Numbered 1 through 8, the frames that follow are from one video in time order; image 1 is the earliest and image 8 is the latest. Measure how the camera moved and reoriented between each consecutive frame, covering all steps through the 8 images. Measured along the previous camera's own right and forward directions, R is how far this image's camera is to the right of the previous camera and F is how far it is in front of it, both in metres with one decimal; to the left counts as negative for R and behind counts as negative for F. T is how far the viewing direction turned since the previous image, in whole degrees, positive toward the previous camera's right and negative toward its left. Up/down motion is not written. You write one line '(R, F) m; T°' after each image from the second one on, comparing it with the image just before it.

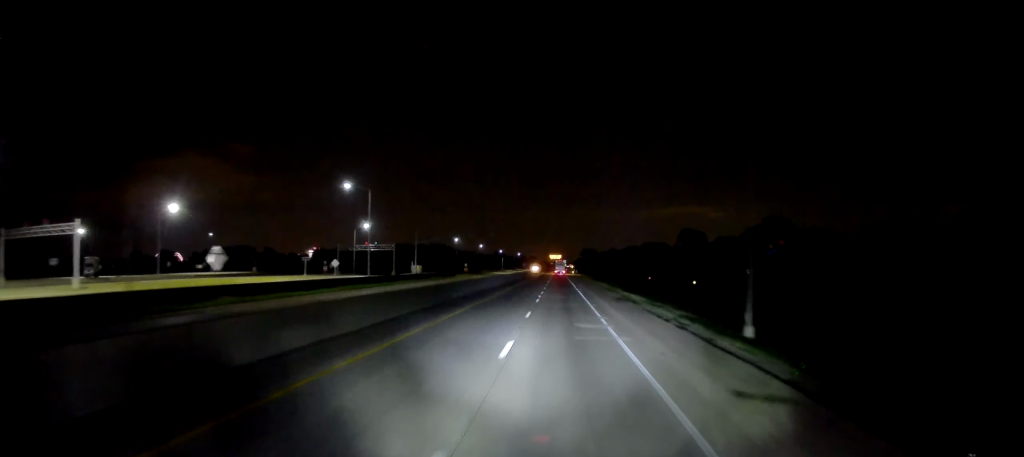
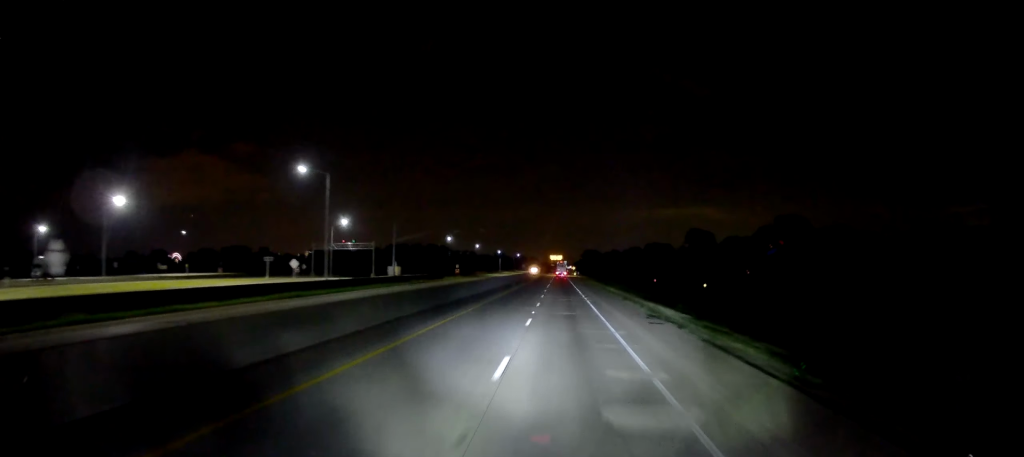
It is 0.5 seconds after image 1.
(-0.1, +15.0) m; 0°
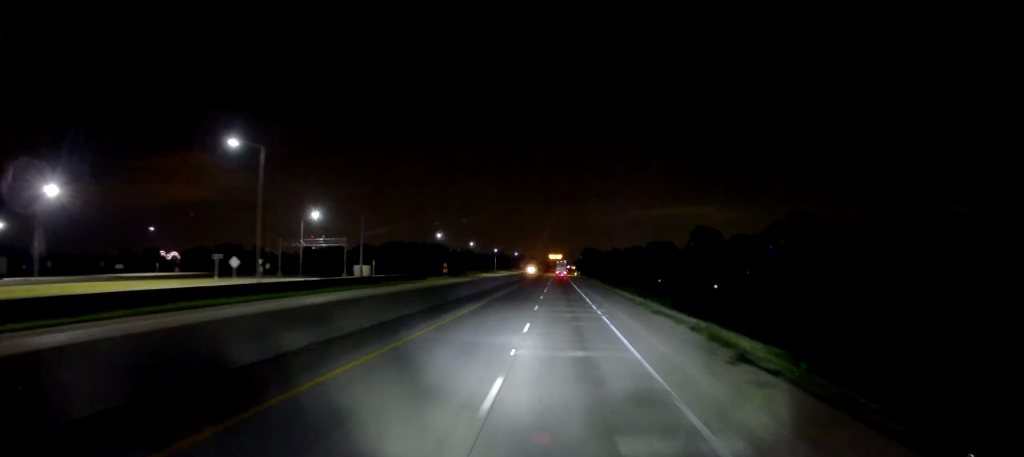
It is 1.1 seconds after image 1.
(-0.1, +15.3) m; 0°
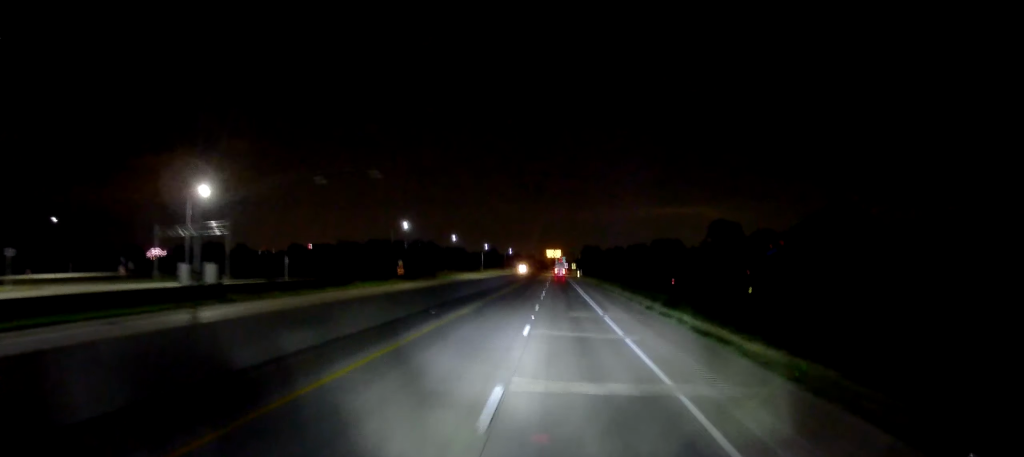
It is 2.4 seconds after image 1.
(+0.5, +38.3) m; 0°
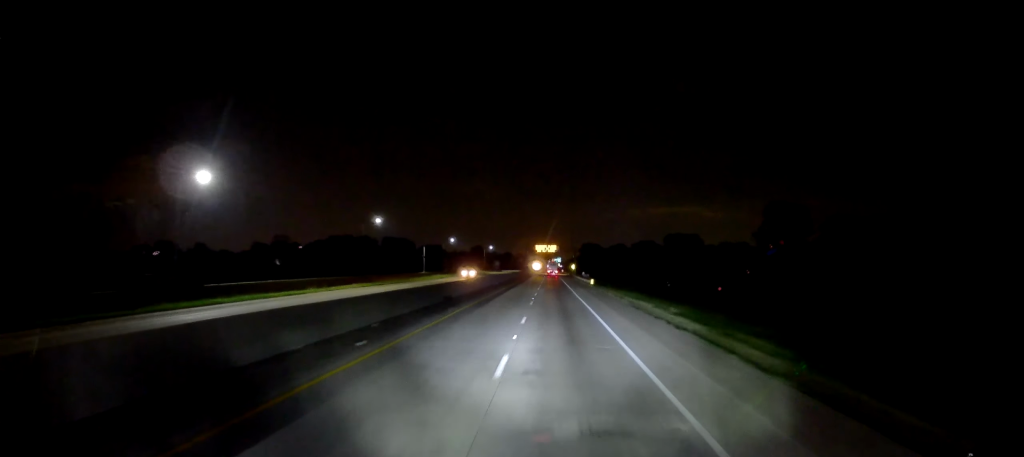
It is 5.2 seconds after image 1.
(-0.5, +79.9) m; 0°
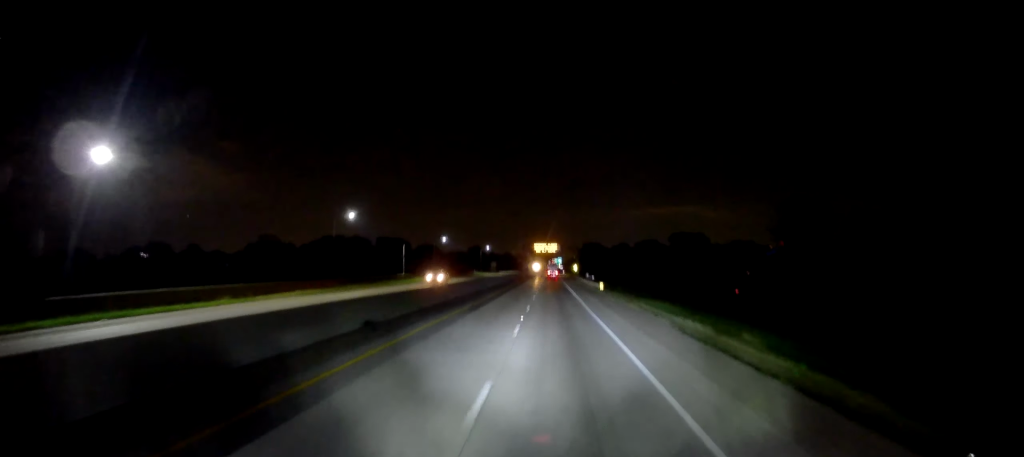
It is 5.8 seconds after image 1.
(0.0, +16.3) m; 0°
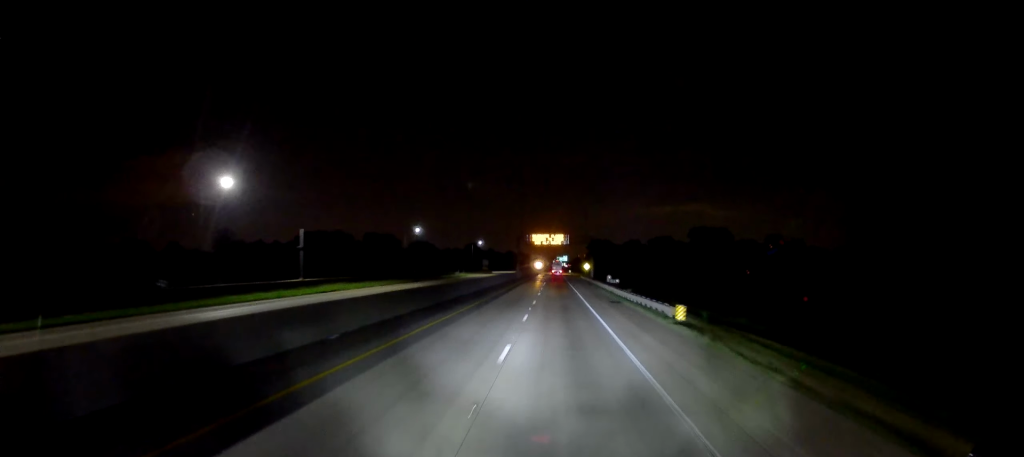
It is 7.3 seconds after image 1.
(+0.2, +43.3) m; +1°
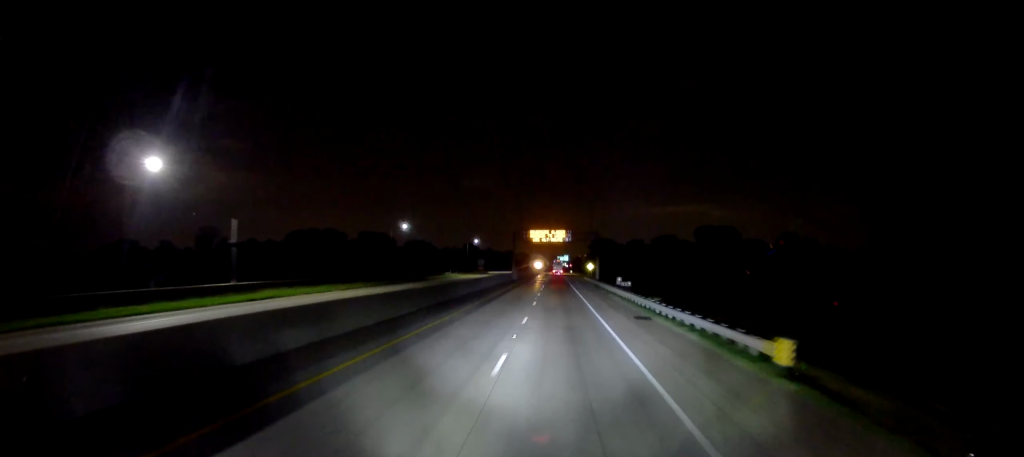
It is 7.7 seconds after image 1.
(+0.1, +13.1) m; 0°
